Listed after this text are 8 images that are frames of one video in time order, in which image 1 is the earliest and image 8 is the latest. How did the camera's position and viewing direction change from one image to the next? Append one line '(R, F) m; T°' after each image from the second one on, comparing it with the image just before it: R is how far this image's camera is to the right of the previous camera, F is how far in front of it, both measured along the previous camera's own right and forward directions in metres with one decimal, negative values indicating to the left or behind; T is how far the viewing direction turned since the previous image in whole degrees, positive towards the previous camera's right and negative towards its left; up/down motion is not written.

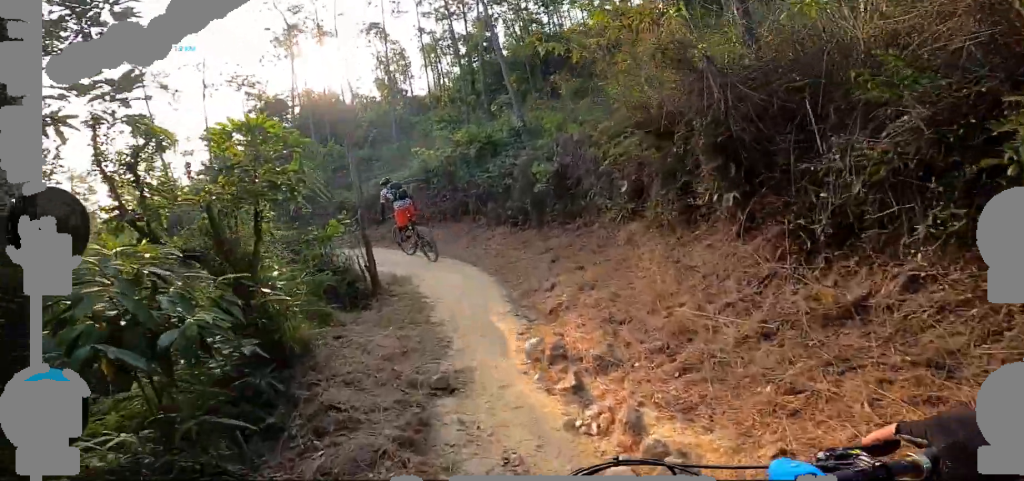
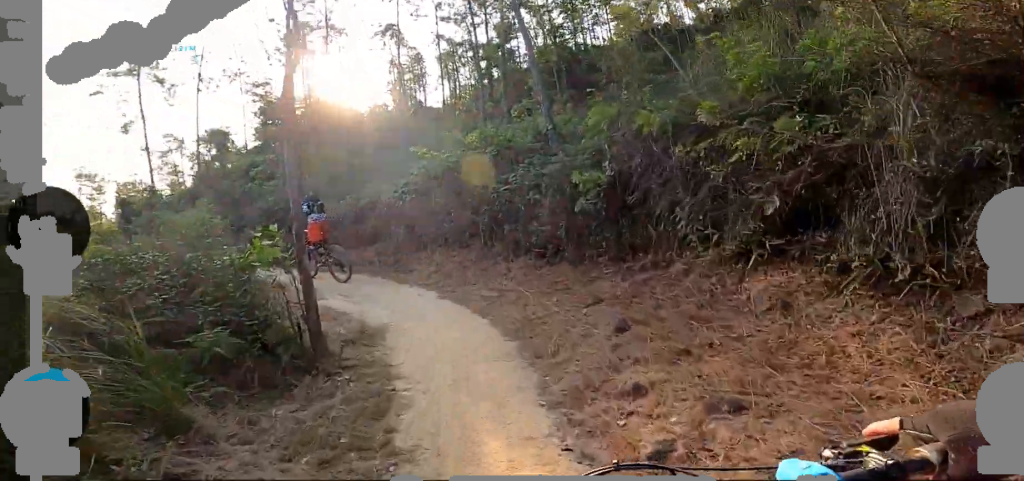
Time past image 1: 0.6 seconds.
(-0.3, +2.5) m; 0°
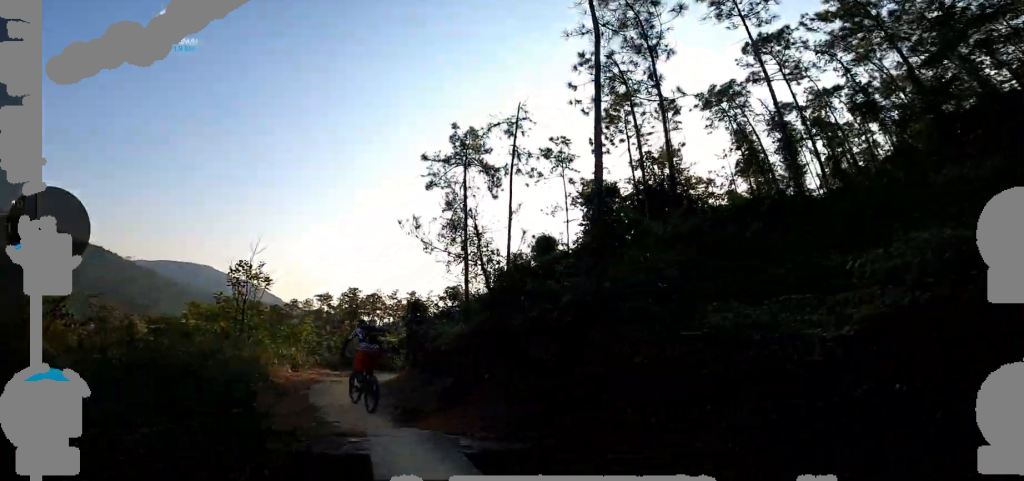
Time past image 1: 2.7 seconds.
(-1.4, +7.7) m; -30°
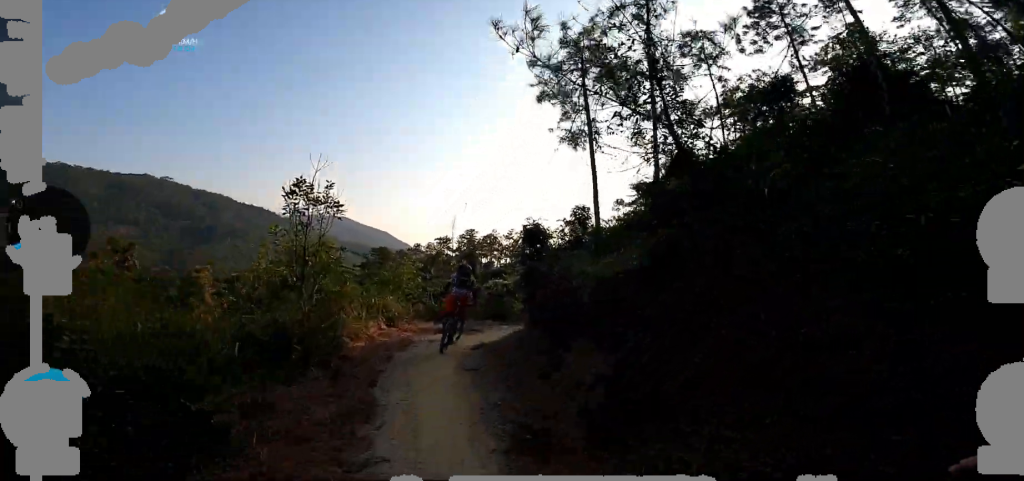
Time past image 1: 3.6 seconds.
(0.0, +3.9) m; -16°
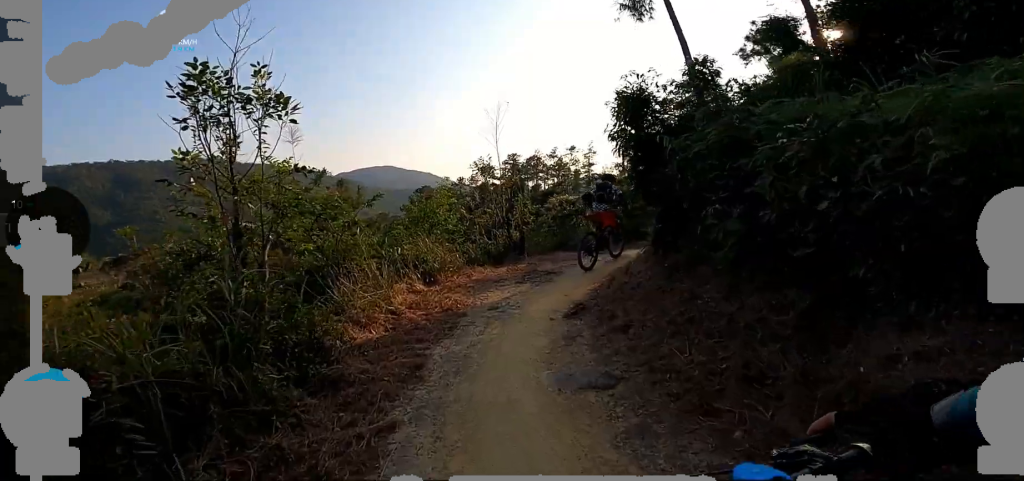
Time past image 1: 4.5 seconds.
(-1.1, +3.6) m; -7°
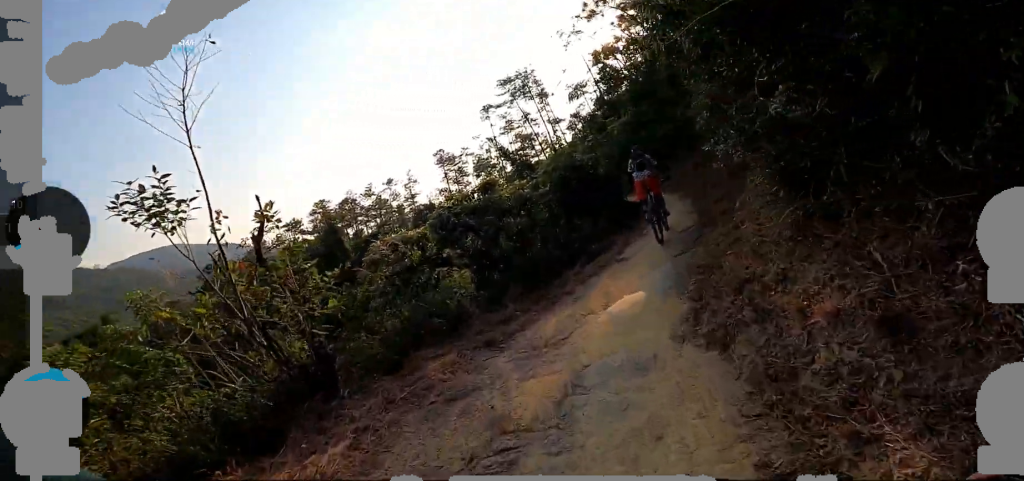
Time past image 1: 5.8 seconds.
(+1.1, +6.6) m; +24°
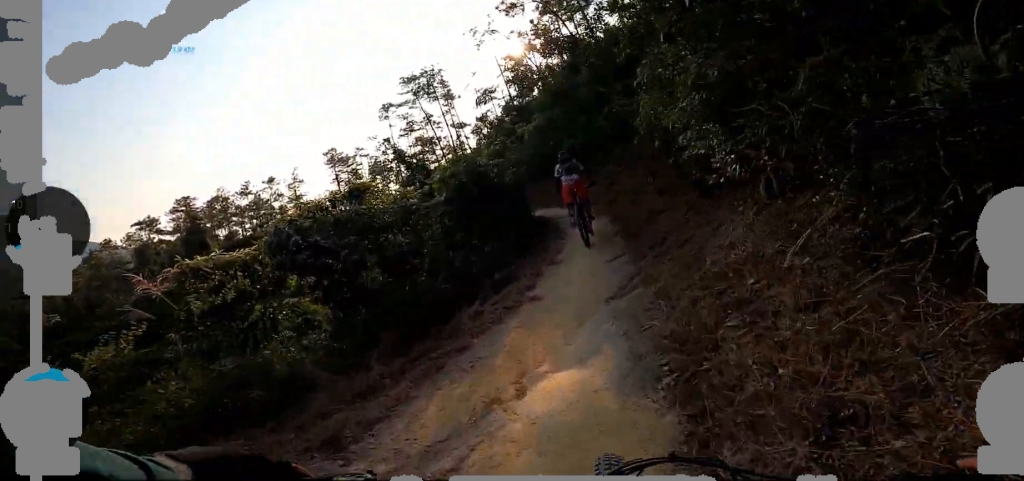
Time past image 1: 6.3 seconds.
(0.0, +2.1) m; +14°
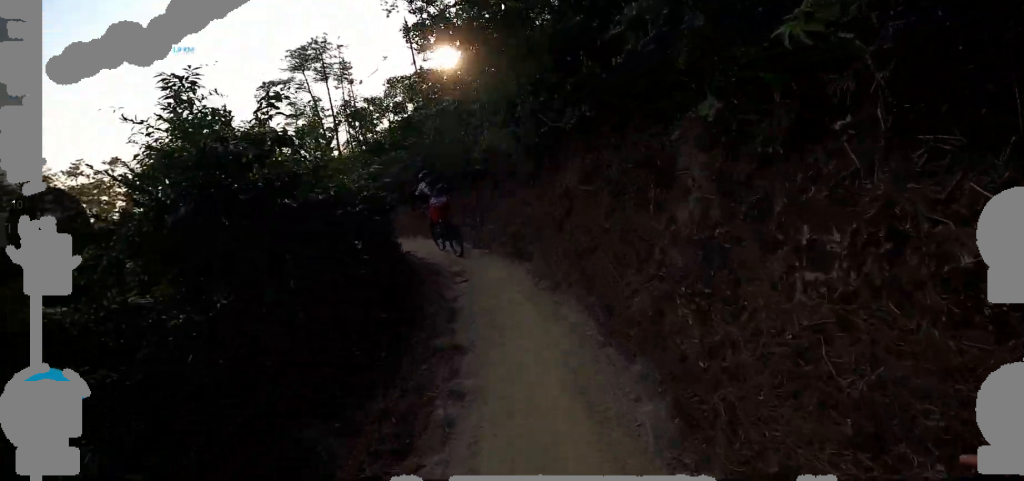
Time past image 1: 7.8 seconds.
(+2.7, +6.0) m; +27°
